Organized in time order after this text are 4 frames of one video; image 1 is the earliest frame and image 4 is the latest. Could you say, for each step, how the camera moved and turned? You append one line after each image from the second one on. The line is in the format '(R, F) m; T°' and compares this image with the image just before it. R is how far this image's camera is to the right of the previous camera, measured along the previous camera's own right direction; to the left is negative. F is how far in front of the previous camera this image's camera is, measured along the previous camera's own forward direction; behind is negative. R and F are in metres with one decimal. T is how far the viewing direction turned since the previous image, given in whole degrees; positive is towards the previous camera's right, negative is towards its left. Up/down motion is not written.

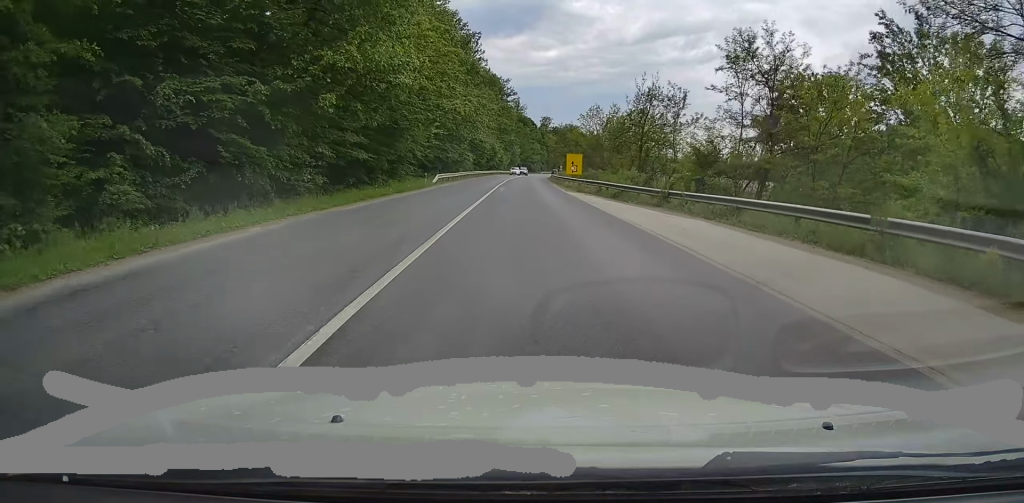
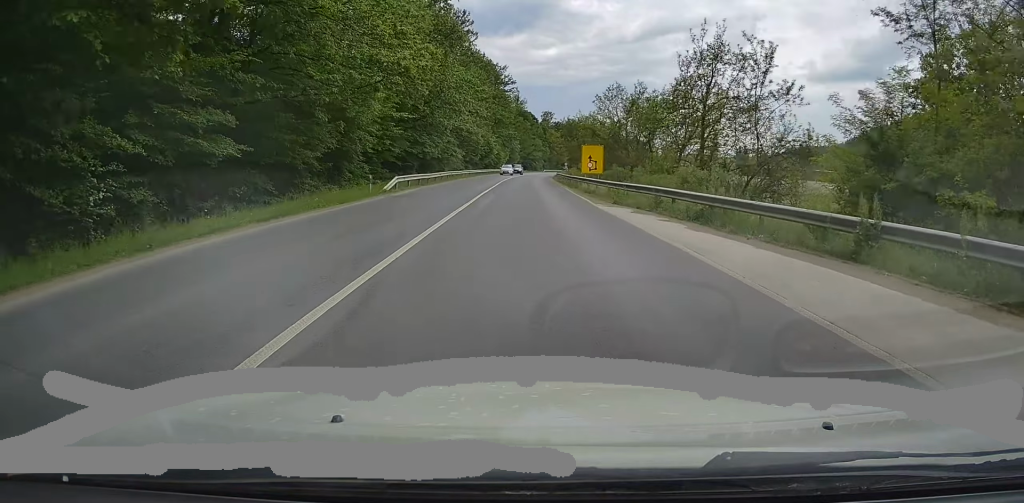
(-0.2, +16.7) m; 0°
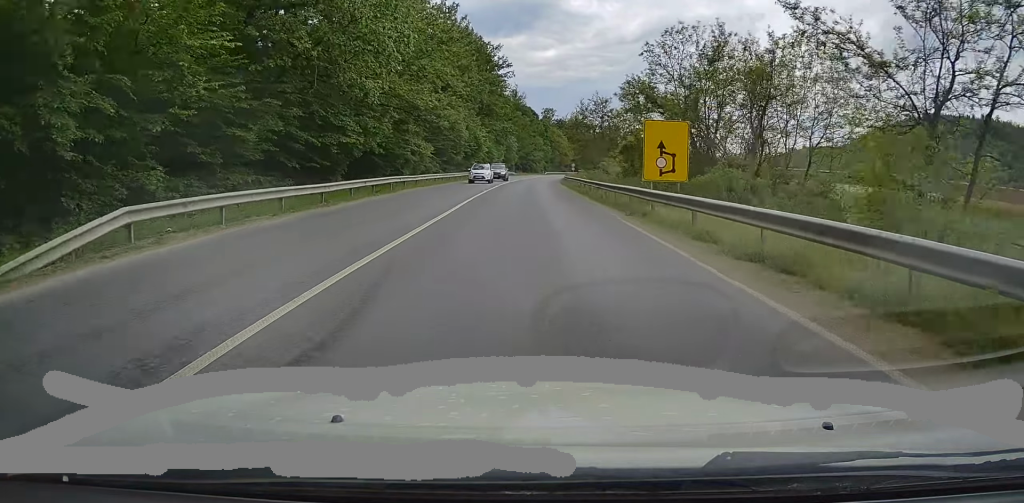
(+0.1, +24.4) m; +1°
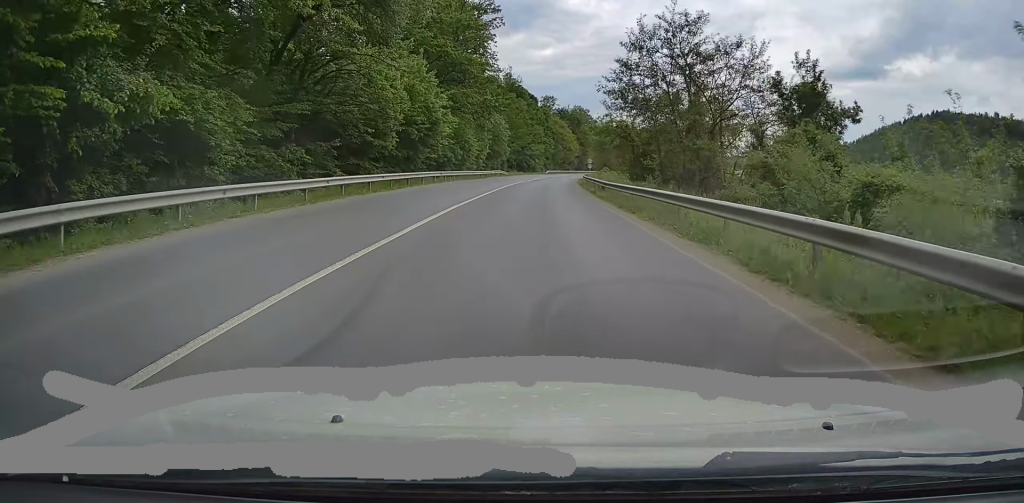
(+0.3, +37.7) m; +1°
